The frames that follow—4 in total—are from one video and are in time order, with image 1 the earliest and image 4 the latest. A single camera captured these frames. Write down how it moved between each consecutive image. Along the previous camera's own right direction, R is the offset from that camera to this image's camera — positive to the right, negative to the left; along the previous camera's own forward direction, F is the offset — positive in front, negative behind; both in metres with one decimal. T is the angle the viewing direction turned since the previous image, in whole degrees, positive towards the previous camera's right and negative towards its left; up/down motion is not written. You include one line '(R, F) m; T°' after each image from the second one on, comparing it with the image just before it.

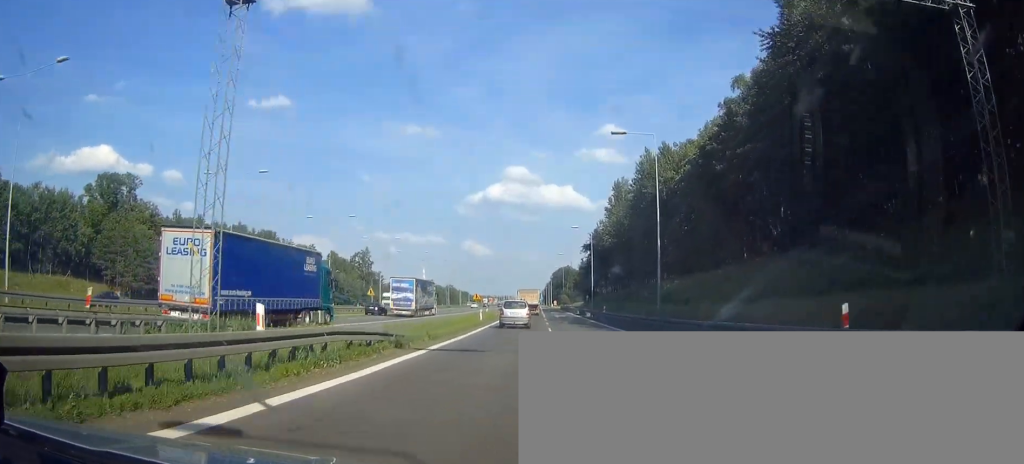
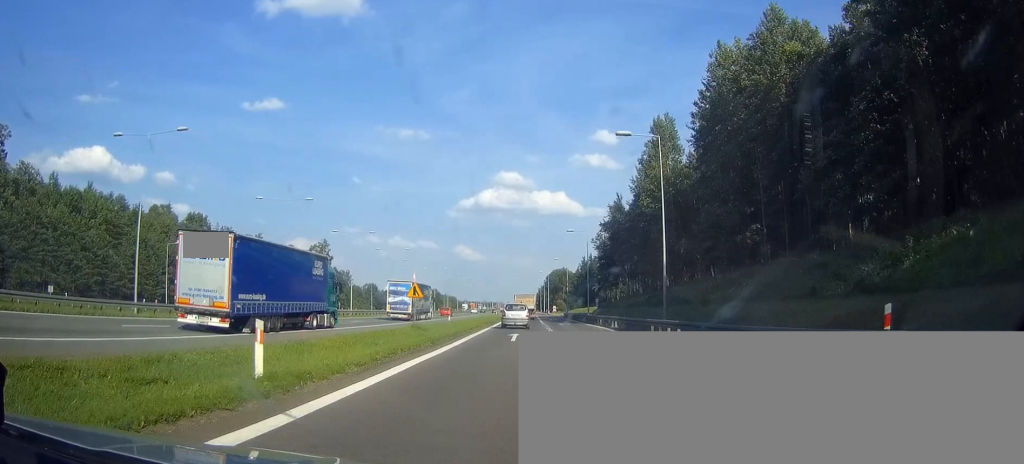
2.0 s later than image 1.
(+0.3, +45.0) m; +1°
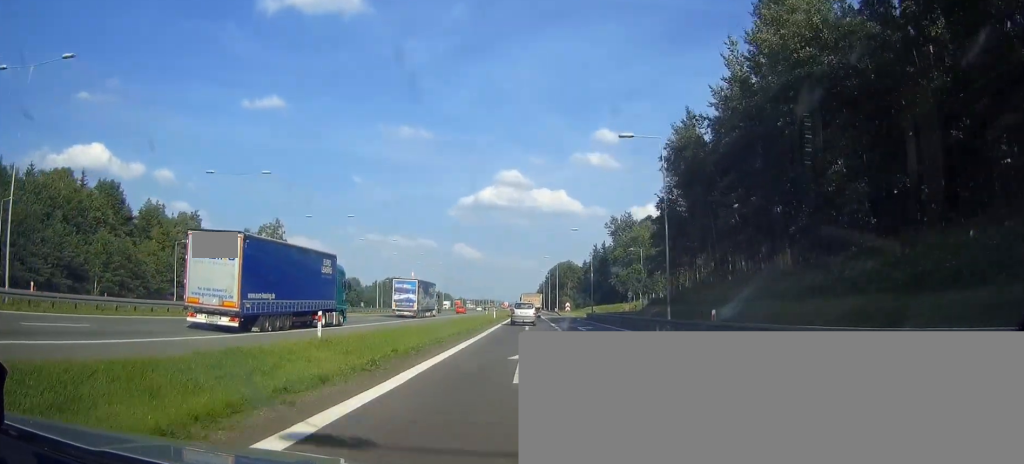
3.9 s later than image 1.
(+0.1, +43.2) m; 0°
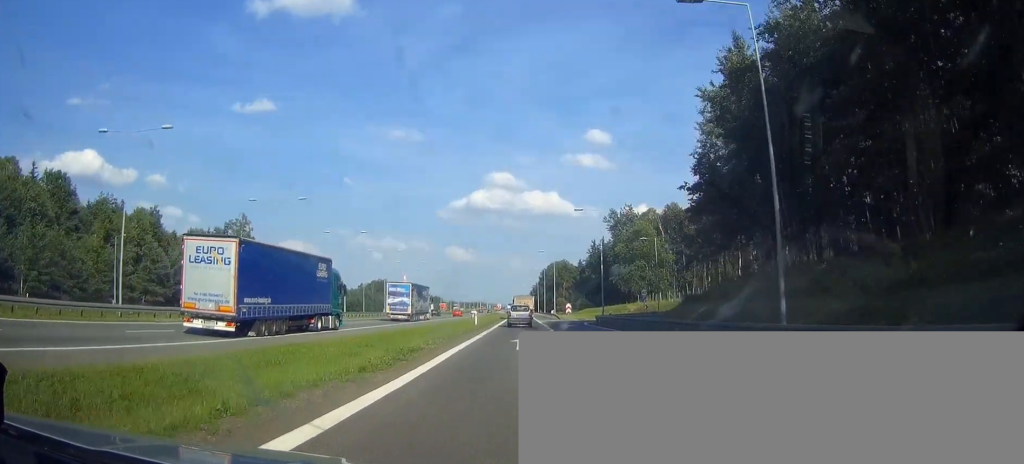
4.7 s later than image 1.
(+0.1, +17.0) m; 0°
